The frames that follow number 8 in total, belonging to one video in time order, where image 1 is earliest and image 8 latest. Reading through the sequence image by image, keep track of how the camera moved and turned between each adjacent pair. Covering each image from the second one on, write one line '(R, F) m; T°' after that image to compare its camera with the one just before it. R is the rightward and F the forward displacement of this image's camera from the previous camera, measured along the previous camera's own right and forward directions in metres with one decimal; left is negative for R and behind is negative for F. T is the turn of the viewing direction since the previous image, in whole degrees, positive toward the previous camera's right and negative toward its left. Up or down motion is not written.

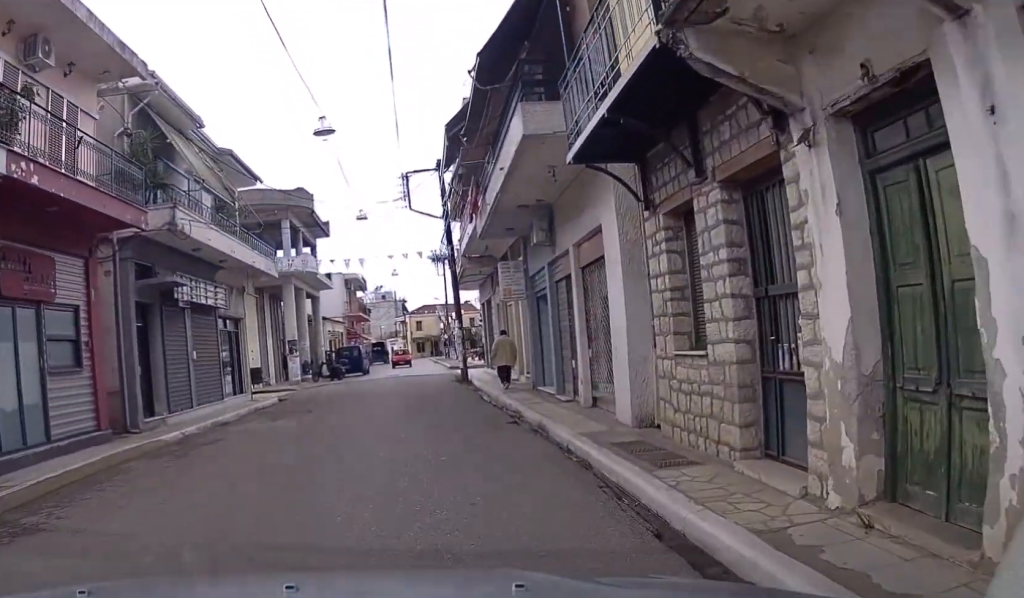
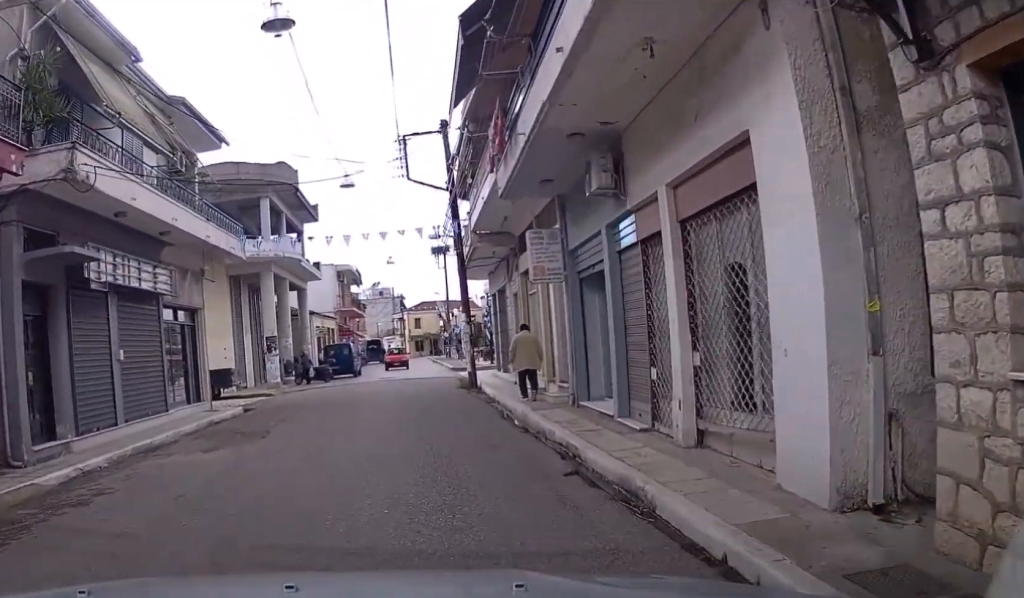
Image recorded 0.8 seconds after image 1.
(0.0, +5.5) m; -1°
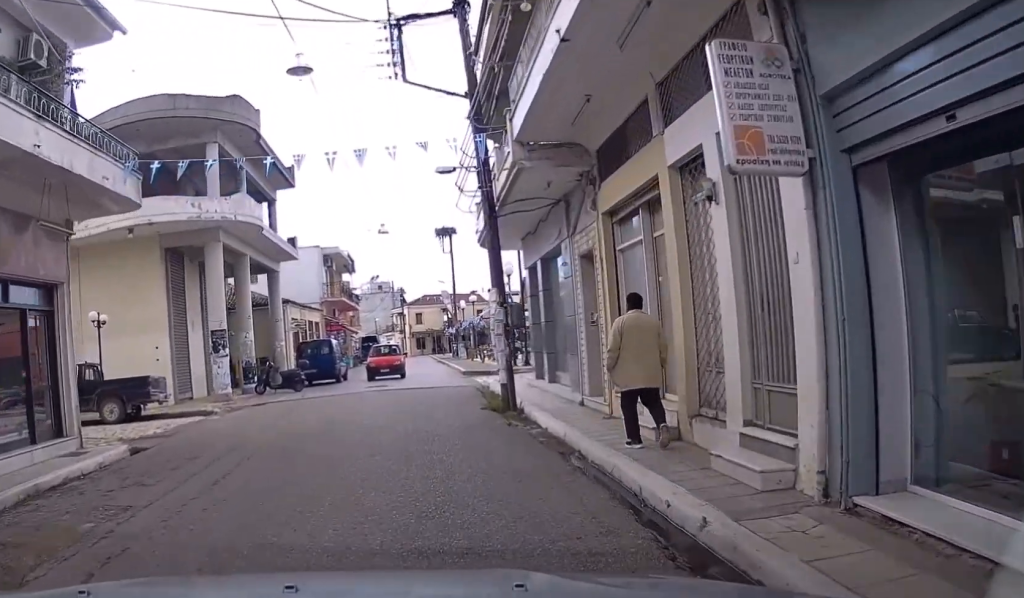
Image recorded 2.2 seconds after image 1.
(-0.2, +9.6) m; 0°
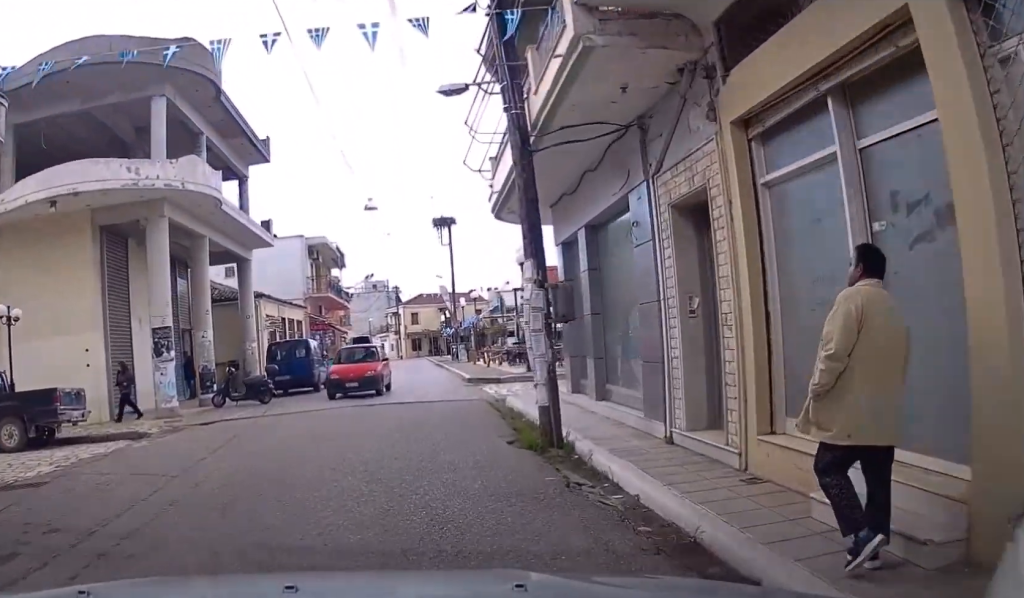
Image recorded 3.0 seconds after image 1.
(+0.1, +5.4) m; -1°
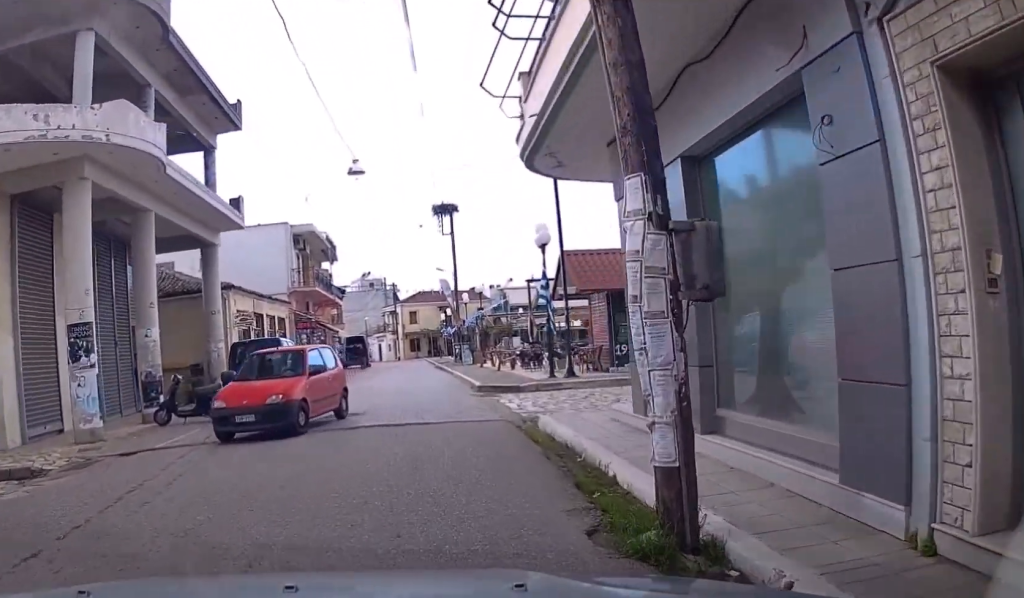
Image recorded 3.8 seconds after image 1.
(-0.1, +5.1) m; -1°
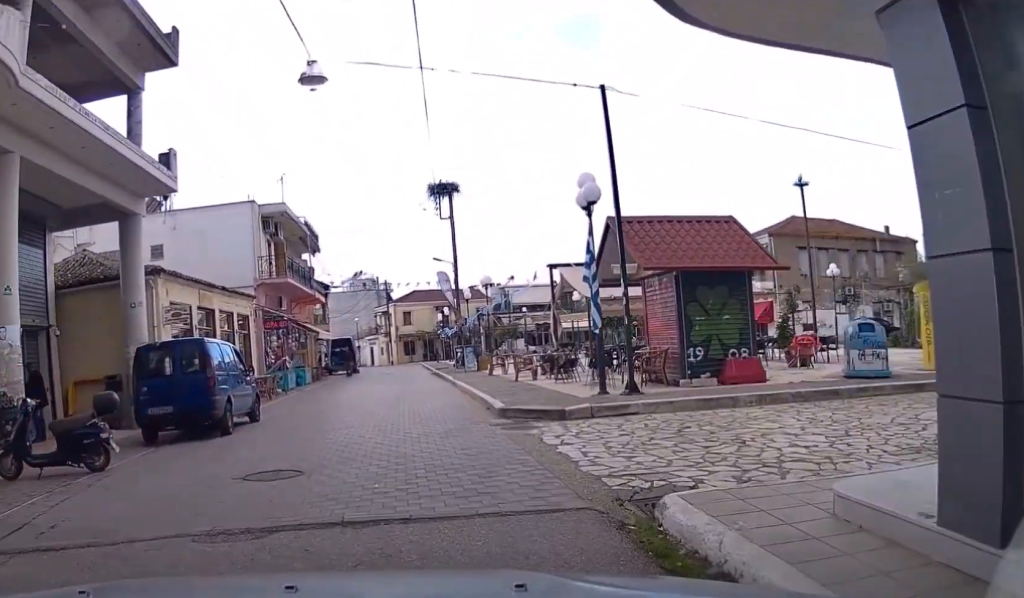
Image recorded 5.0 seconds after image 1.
(0.0, +6.8) m; +2°
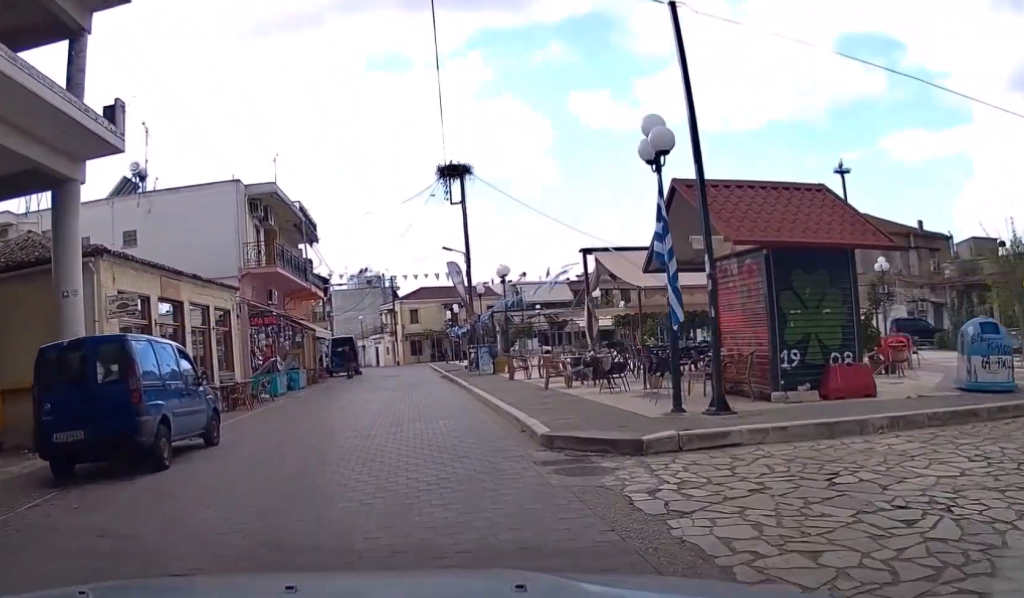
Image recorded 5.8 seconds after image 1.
(+0.1, +4.0) m; +1°
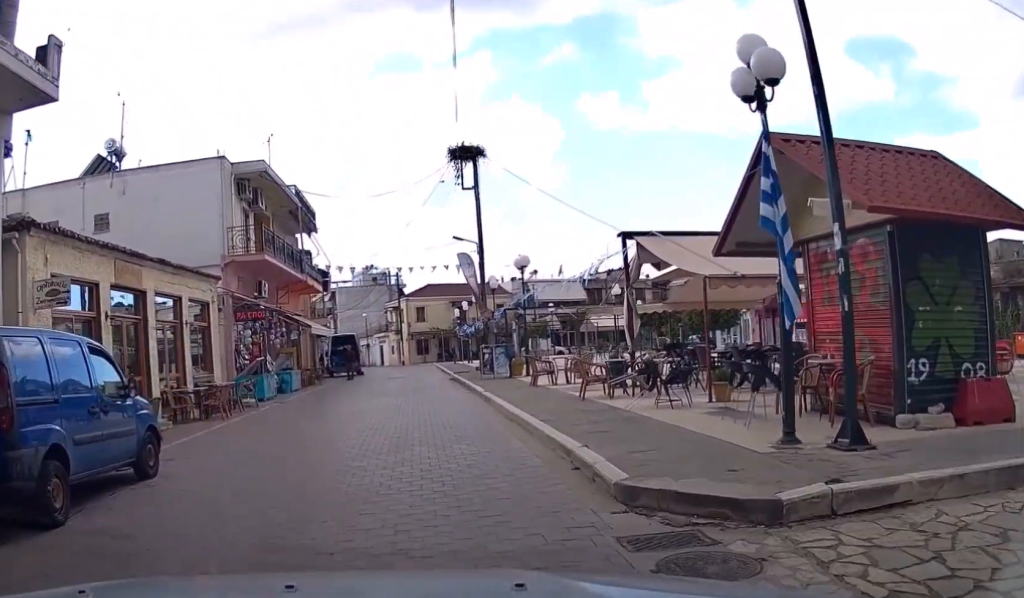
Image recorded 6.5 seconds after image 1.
(0.0, +3.4) m; -2°
